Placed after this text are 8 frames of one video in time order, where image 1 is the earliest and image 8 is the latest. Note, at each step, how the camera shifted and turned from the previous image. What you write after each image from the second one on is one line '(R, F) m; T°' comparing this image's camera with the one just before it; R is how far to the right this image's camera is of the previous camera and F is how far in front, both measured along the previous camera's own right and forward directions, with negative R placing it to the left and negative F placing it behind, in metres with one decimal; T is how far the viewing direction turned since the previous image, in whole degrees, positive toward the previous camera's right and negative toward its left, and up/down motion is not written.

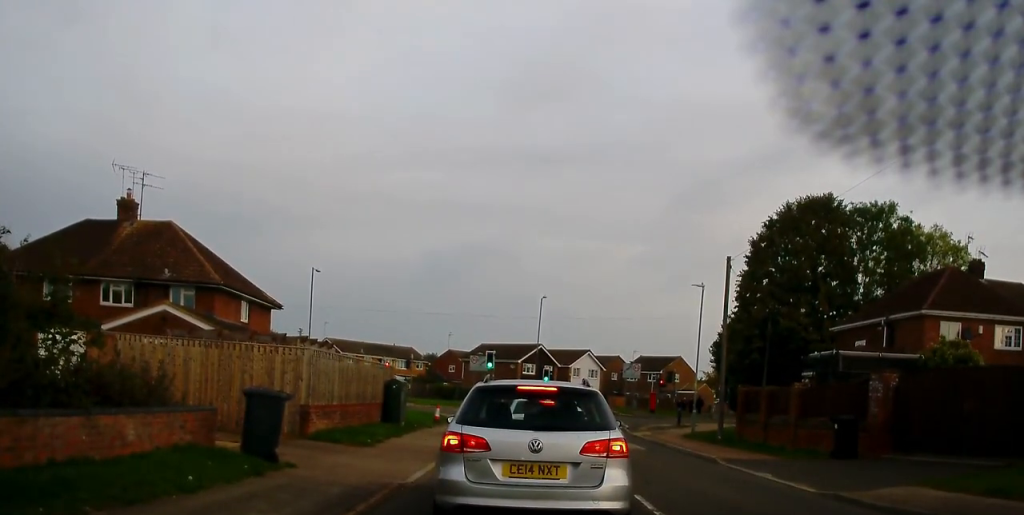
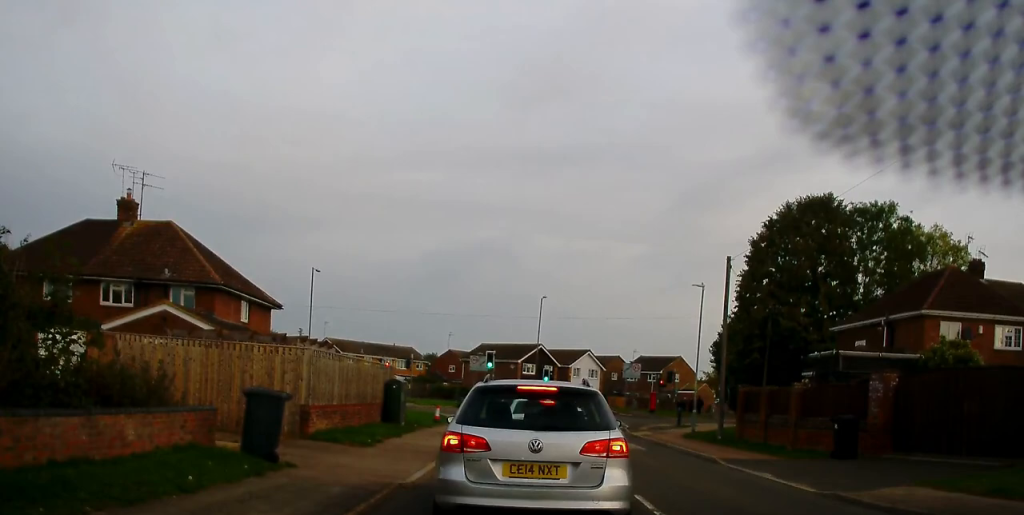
(0.0, +0.2) m; 0°
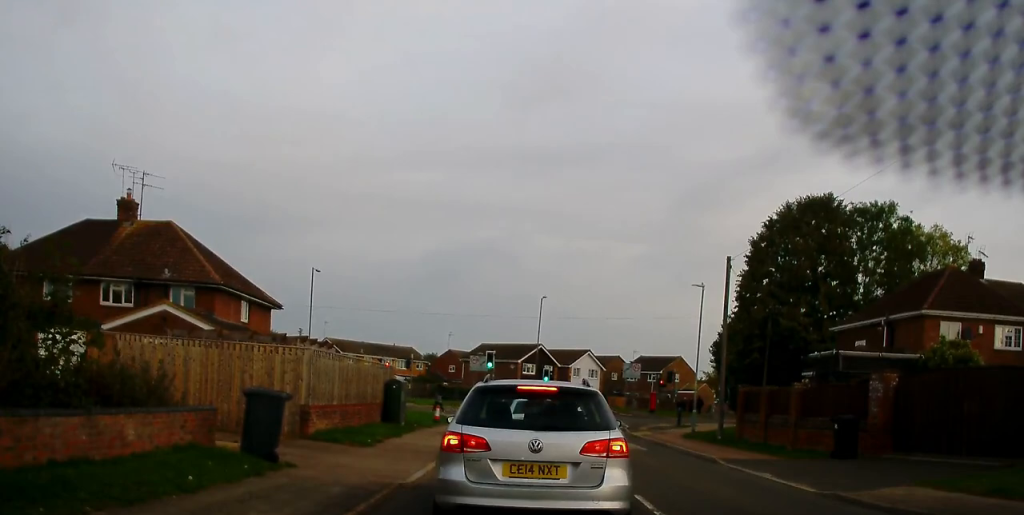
(0.0, 0.0) m; 0°
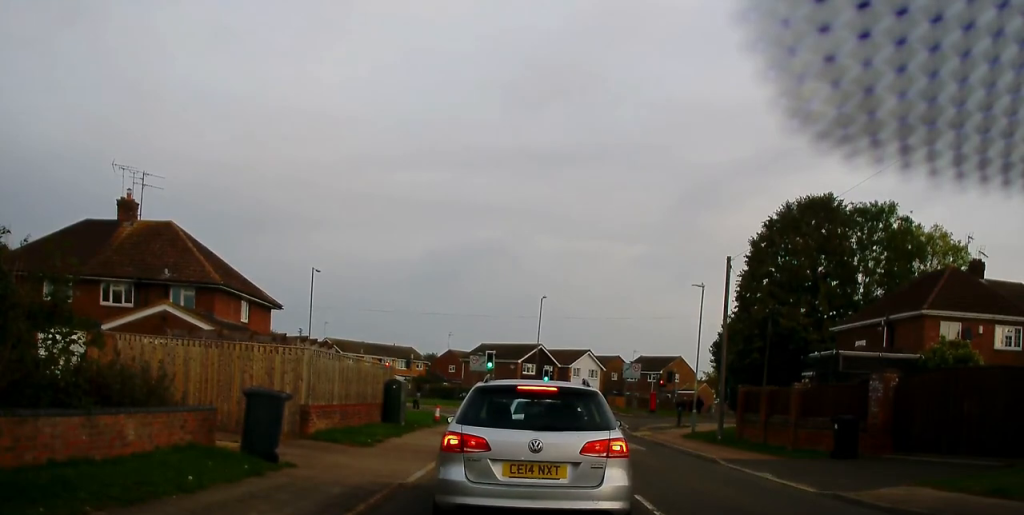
(0.0, 0.0) m; 0°
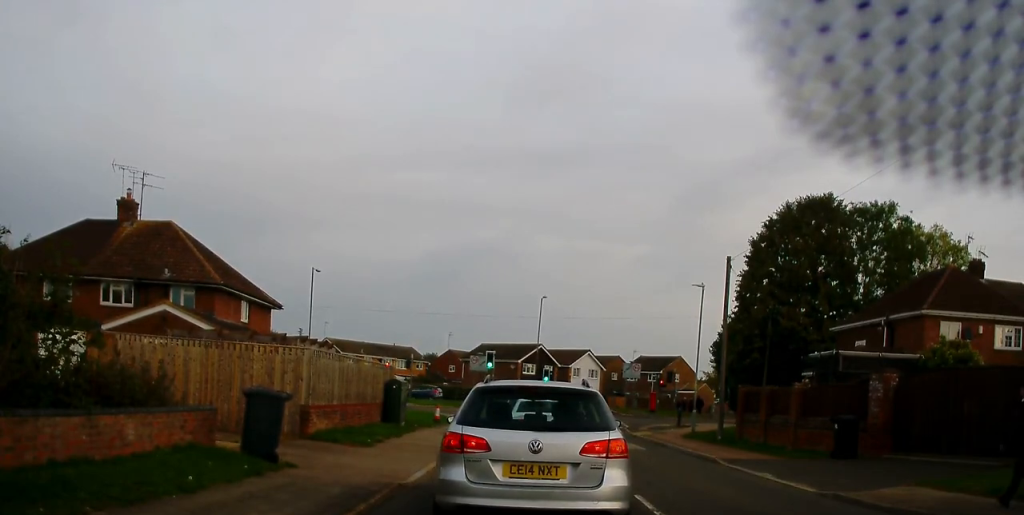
(0.0, 0.0) m; 0°
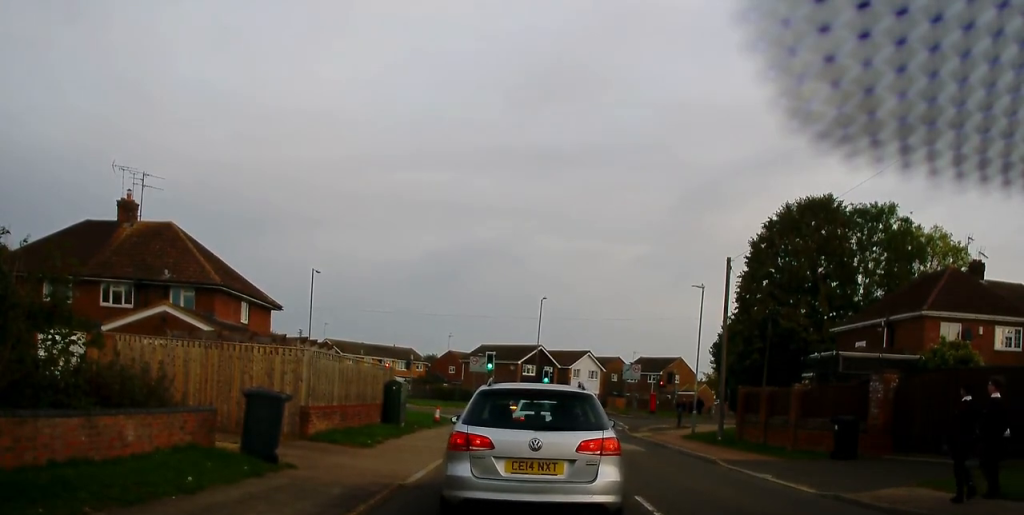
(0.0, 0.0) m; 0°
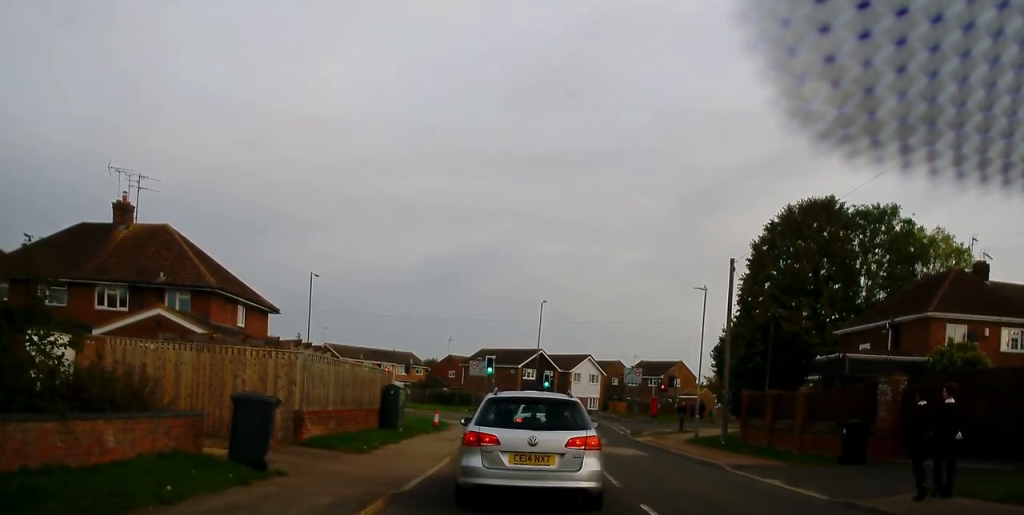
(-0.1, +0.2) m; 0°
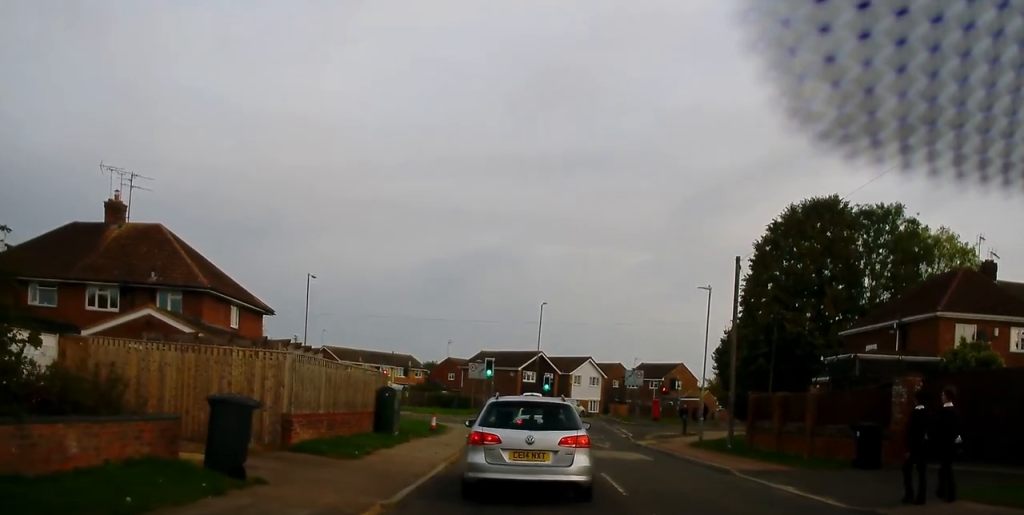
(-0.1, +0.3) m; 0°
